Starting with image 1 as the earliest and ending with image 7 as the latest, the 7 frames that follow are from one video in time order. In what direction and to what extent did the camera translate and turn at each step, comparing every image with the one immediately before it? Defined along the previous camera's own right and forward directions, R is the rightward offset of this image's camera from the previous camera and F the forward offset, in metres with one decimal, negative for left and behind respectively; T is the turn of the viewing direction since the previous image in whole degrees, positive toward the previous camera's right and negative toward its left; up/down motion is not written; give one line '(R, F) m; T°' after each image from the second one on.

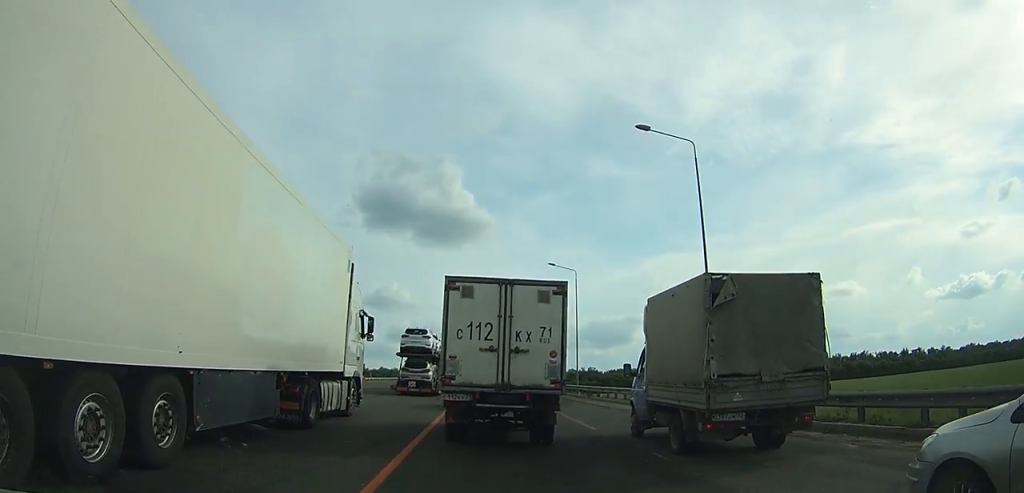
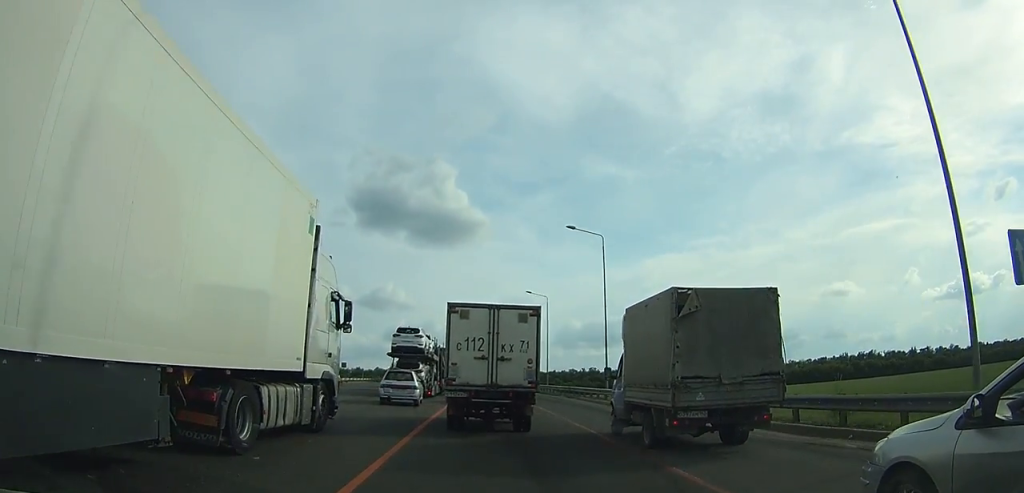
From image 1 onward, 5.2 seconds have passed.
(+0.4, +10.8) m; +3°
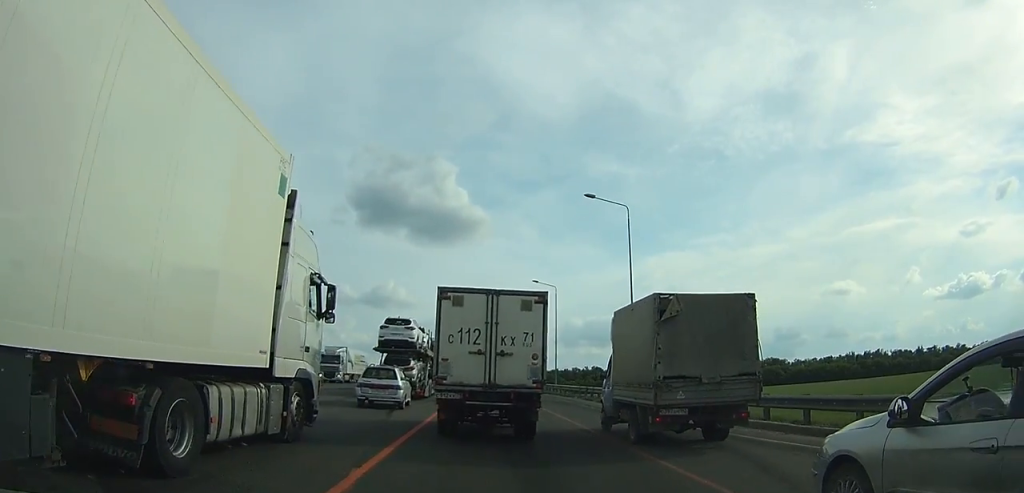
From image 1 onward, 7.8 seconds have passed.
(+0.1, +5.7) m; +1°
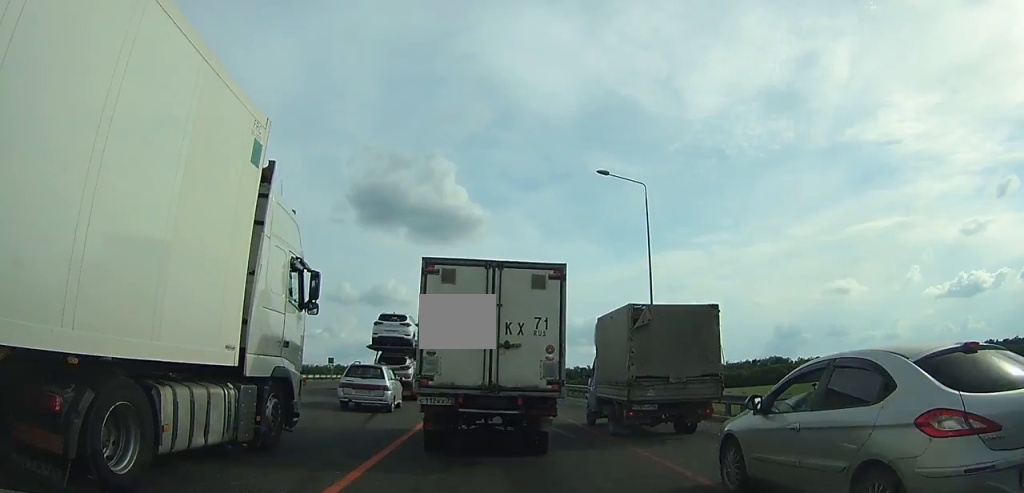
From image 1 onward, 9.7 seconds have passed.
(0.0, +3.9) m; 0°
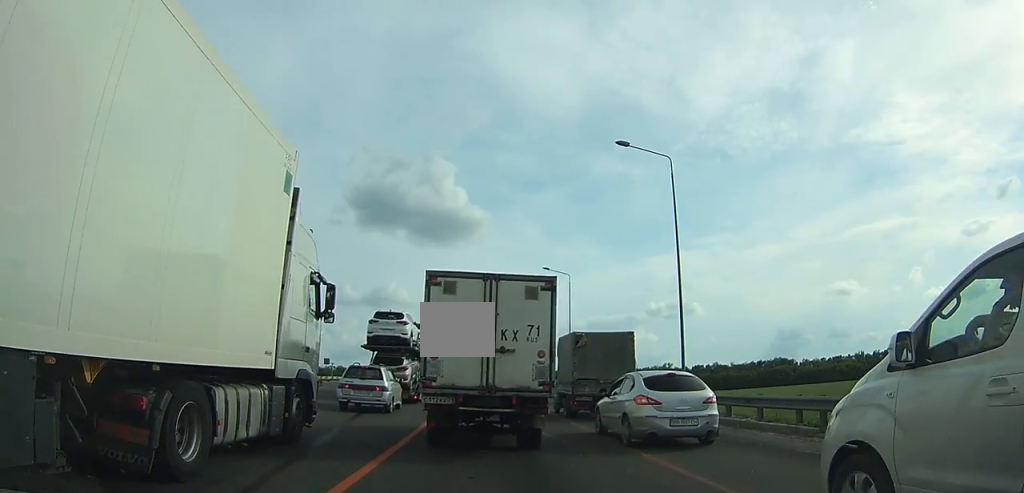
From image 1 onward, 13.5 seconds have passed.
(-0.1, +7.2) m; -5°
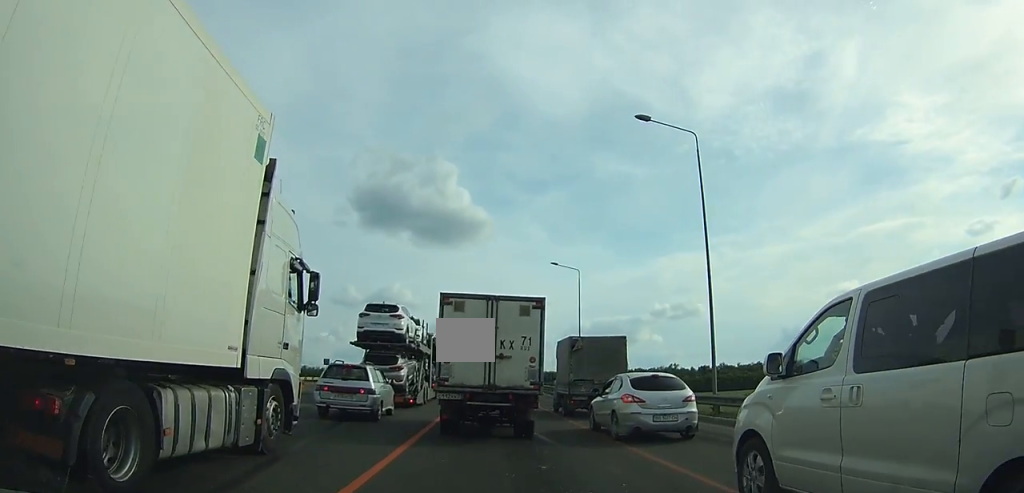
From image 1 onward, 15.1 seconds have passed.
(-0.1, +3.0) m; -3°
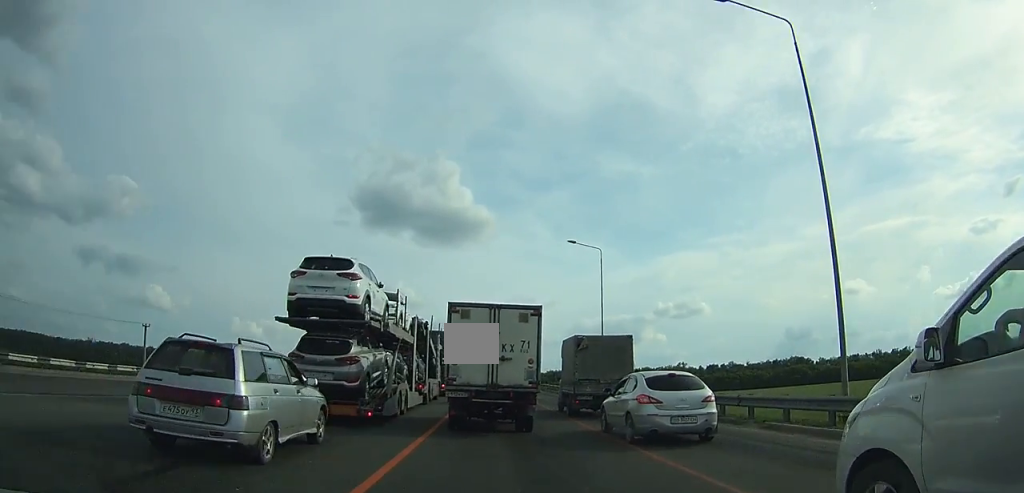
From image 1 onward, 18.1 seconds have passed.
(-0.1, +5.9) m; +1°
